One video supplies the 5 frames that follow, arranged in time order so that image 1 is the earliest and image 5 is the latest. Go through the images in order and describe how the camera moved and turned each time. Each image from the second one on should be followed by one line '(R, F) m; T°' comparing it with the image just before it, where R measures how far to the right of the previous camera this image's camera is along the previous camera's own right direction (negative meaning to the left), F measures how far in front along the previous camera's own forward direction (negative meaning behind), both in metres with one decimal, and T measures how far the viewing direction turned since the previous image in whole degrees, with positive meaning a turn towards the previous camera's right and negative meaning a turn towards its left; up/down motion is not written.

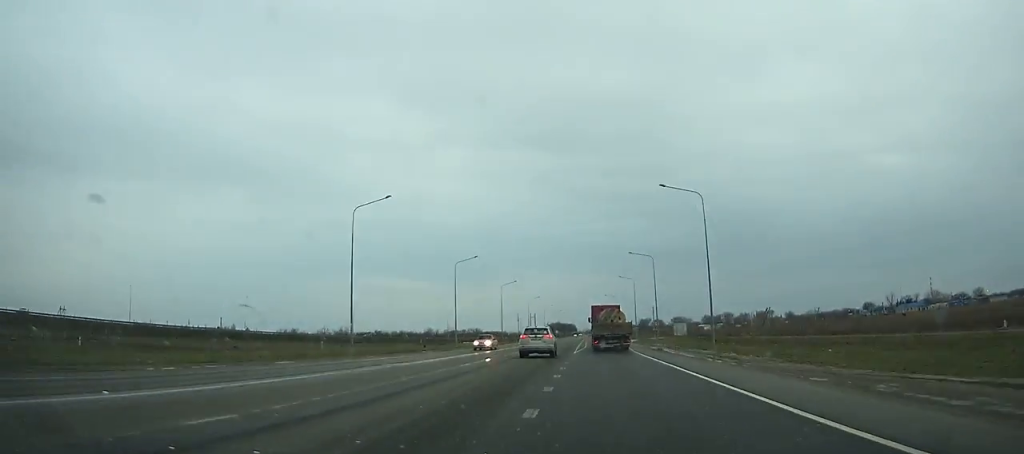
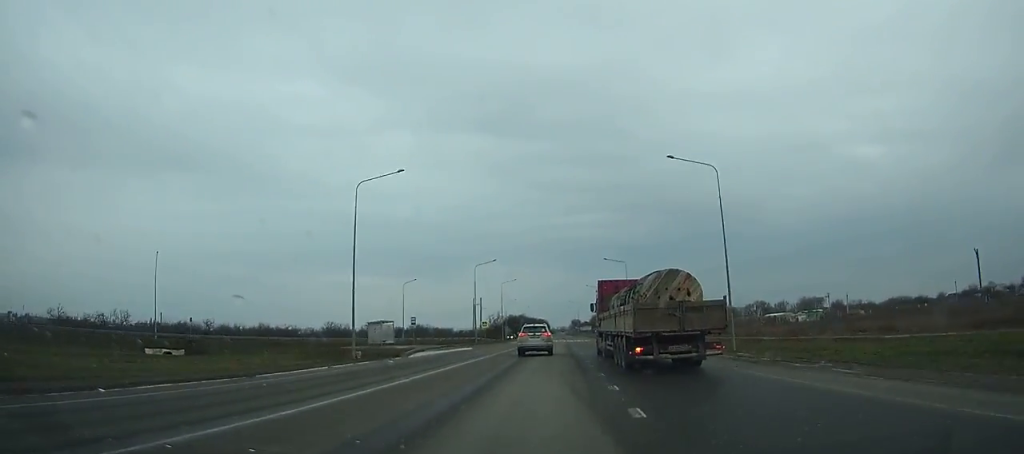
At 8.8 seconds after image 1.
(+1.9, +176.9) m; 0°
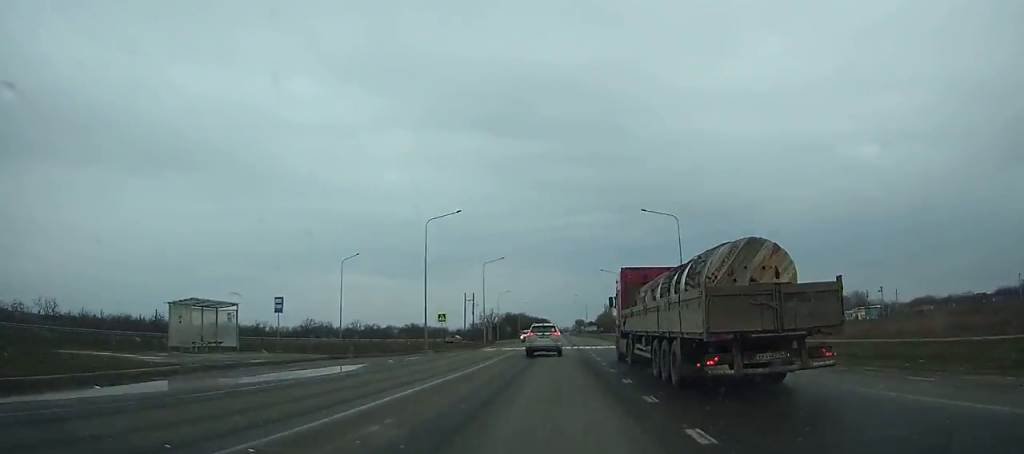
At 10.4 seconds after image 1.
(-0.1, +35.8) m; 0°
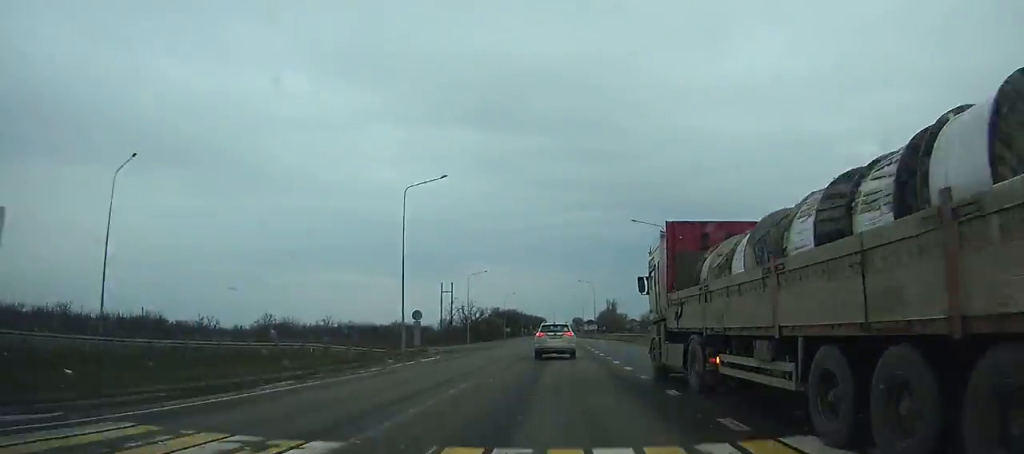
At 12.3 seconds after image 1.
(0.0, +43.5) m; 0°
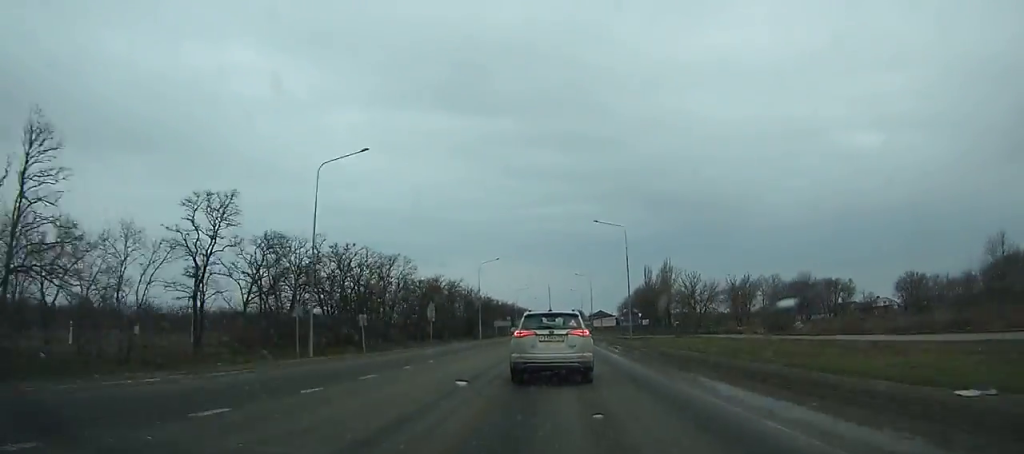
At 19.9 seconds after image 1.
(+0.2, +171.0) m; +1°
